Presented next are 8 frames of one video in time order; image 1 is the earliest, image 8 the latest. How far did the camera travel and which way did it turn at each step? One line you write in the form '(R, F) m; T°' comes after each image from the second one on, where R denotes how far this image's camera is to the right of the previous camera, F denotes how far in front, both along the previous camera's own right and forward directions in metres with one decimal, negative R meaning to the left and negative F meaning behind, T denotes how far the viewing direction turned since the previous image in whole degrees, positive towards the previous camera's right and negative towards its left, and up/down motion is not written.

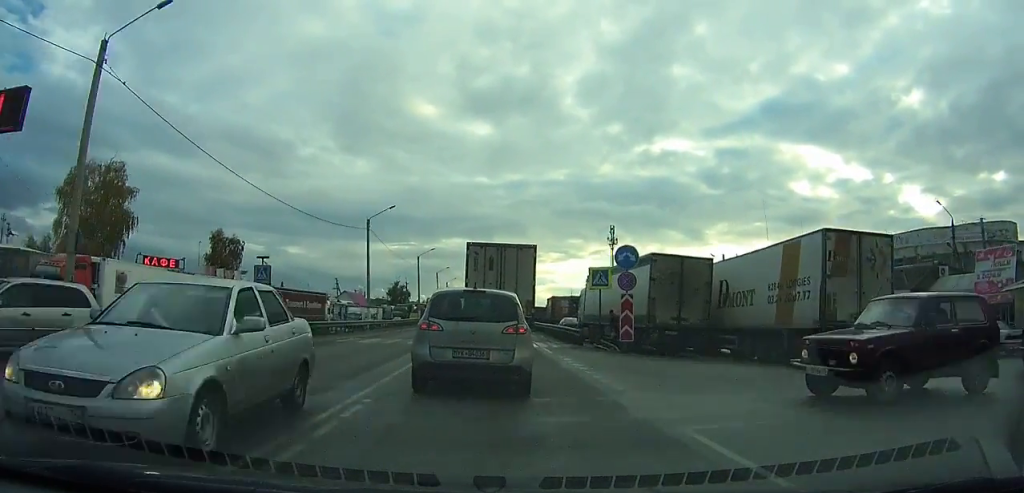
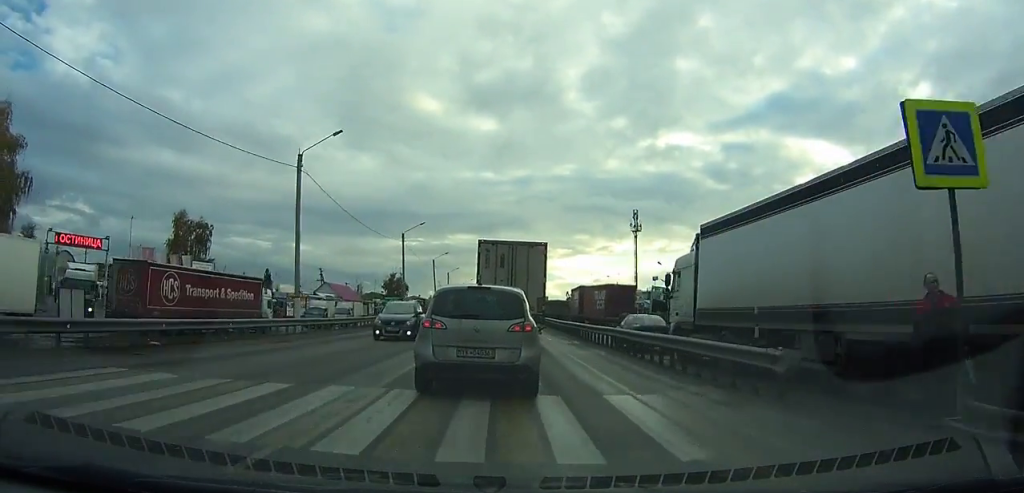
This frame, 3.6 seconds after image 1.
(+0.2, +19.1) m; +1°
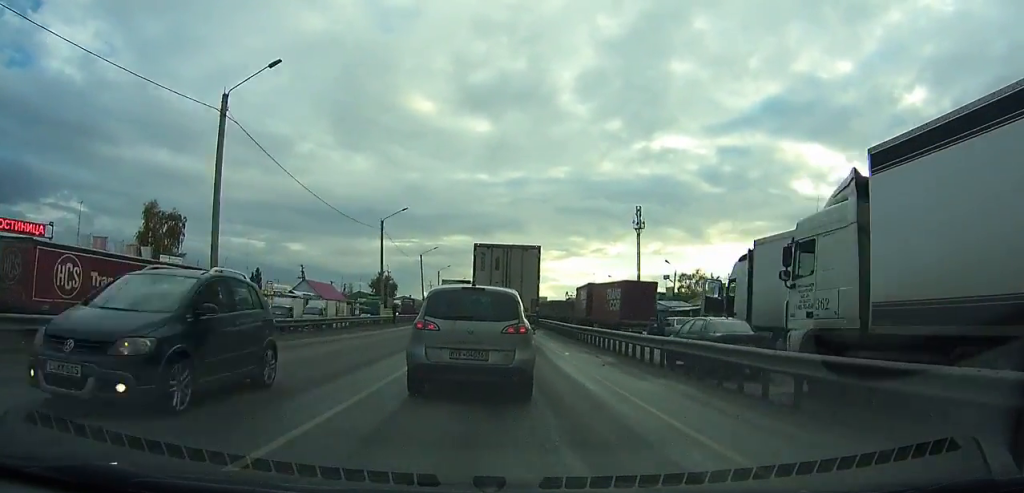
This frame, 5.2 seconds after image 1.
(0.0, +8.8) m; 0°
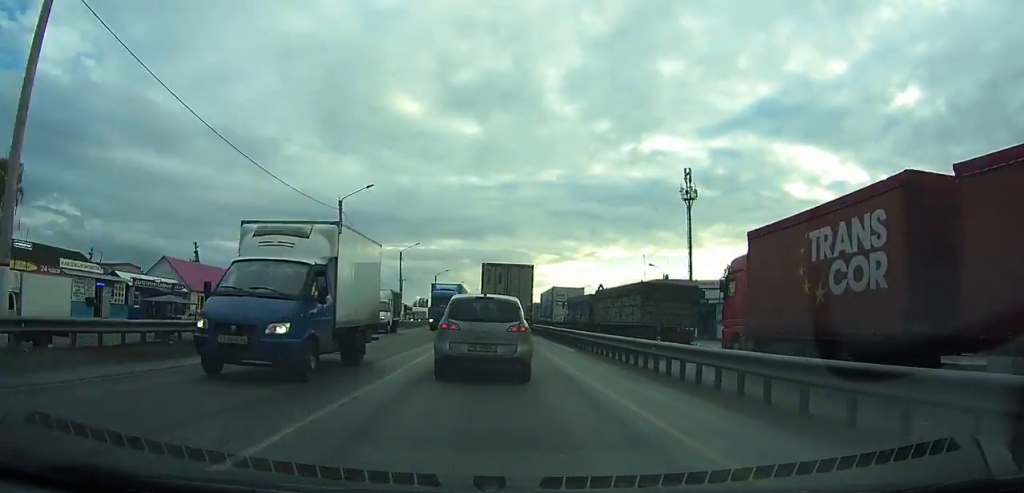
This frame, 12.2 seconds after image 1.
(-0.2, +40.9) m; 0°
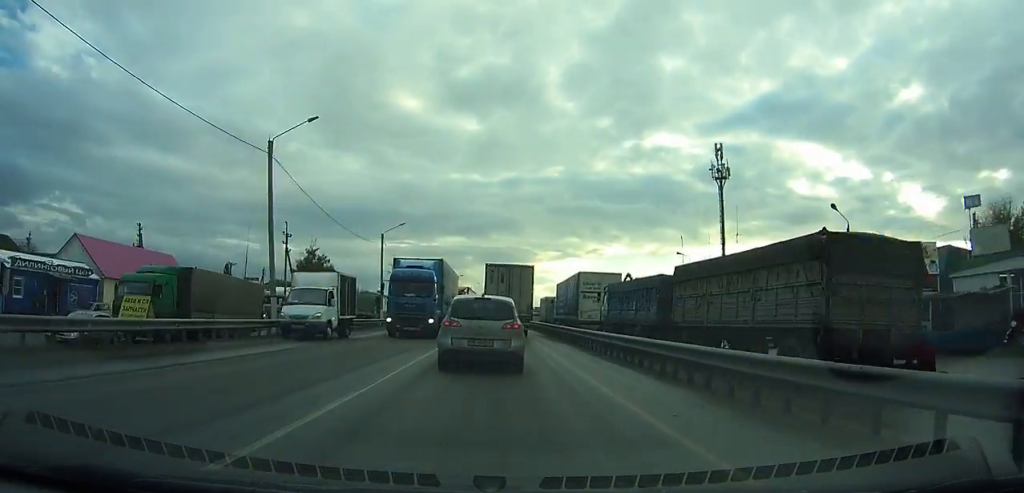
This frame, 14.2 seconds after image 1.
(+0.2, +12.7) m; +1°
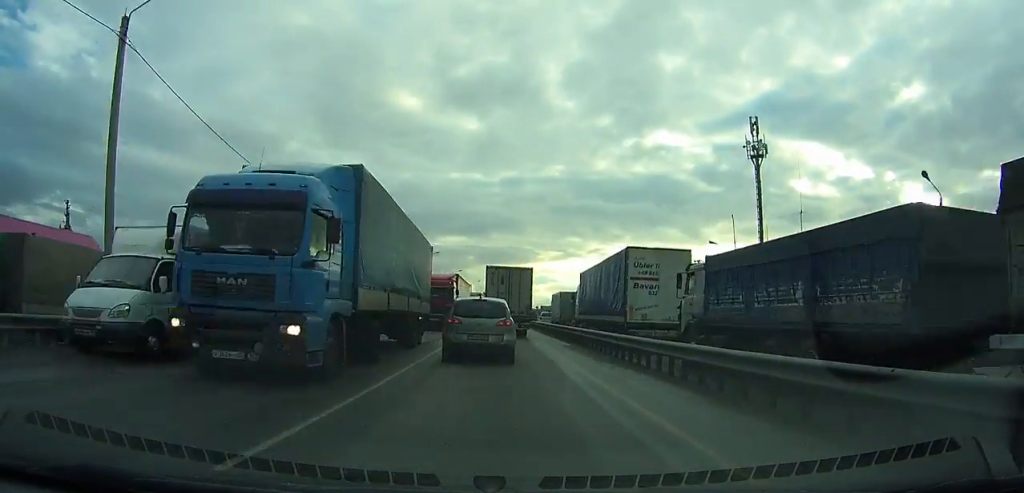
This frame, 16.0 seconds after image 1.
(+0.1, +11.9) m; 0°
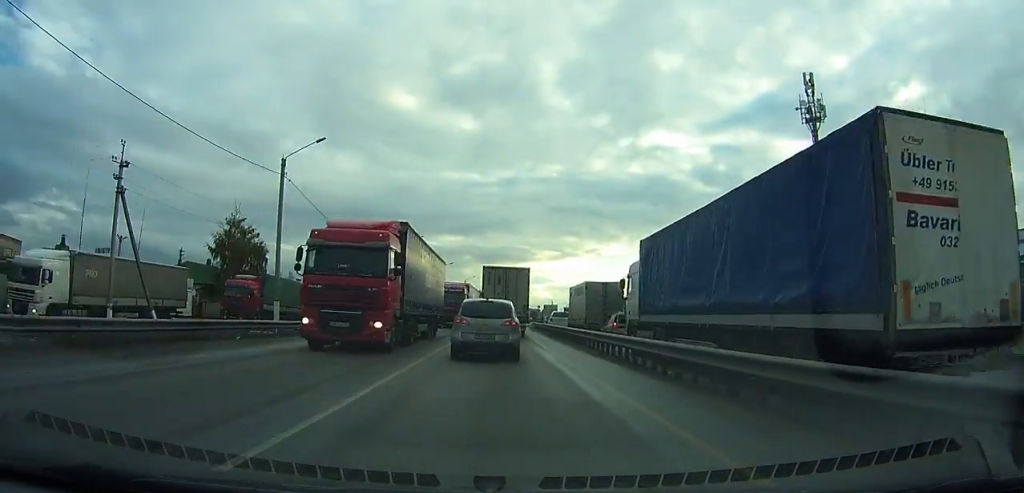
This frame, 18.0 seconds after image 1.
(0.0, +13.8) m; 0°
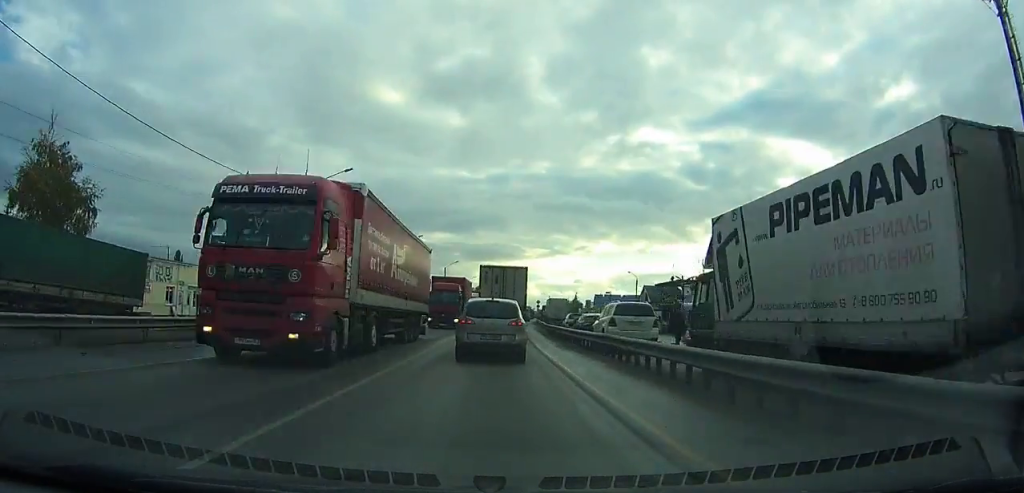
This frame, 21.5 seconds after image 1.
(+0.1, +27.4) m; 0°
